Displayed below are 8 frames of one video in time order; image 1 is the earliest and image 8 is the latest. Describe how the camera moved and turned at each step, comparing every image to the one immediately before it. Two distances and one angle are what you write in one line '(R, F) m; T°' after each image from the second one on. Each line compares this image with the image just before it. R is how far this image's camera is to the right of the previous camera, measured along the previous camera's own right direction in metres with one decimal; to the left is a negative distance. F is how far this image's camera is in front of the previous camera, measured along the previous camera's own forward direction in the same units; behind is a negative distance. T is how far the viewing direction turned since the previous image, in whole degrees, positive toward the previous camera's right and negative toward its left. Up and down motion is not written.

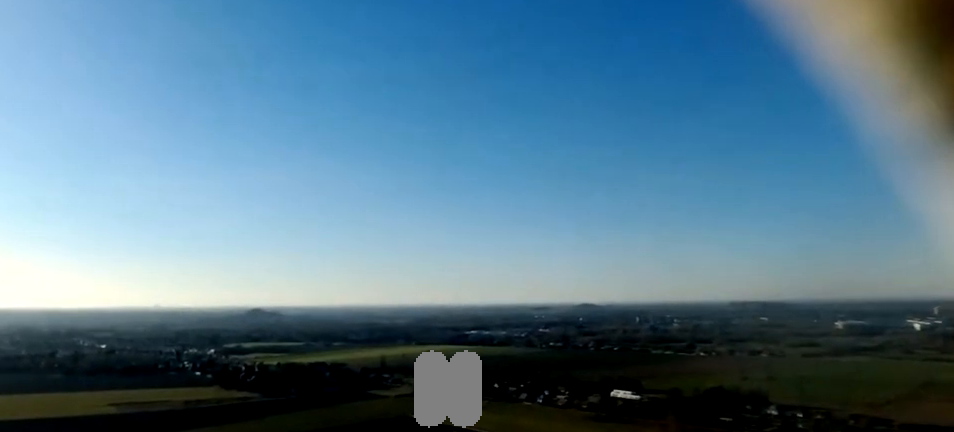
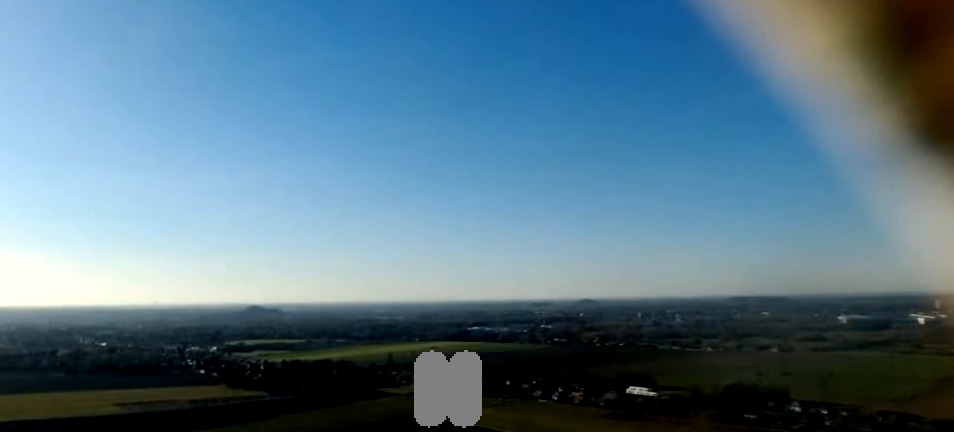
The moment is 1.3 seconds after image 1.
(+0.5, +24.8) m; +1°
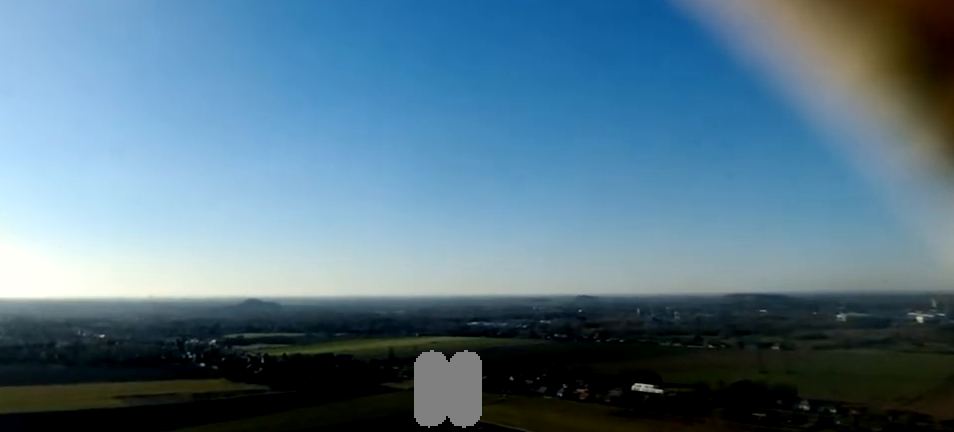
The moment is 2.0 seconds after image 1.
(-0.1, +11.5) m; 0°
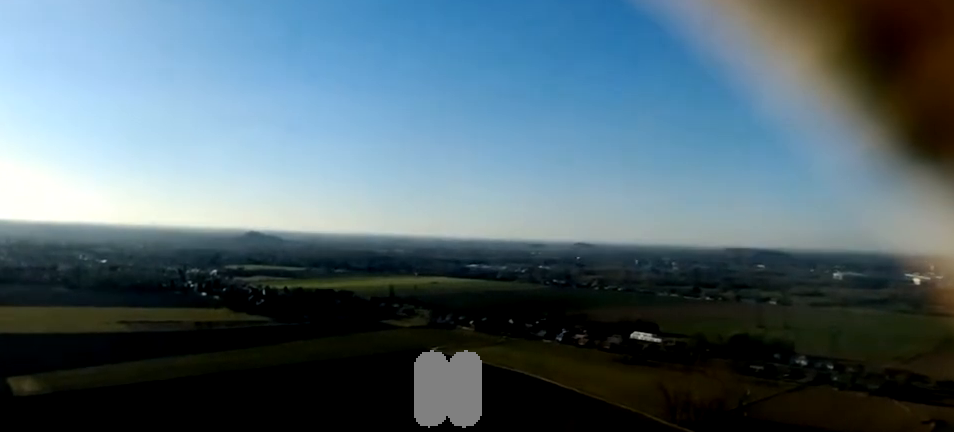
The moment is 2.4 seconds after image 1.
(0.0, +8.6) m; 0°
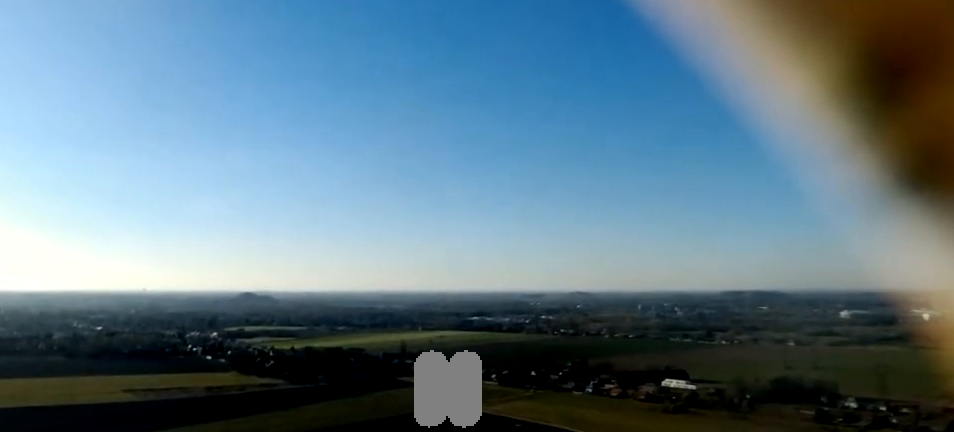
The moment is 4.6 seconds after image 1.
(-2.4, +41.1) m; -2°
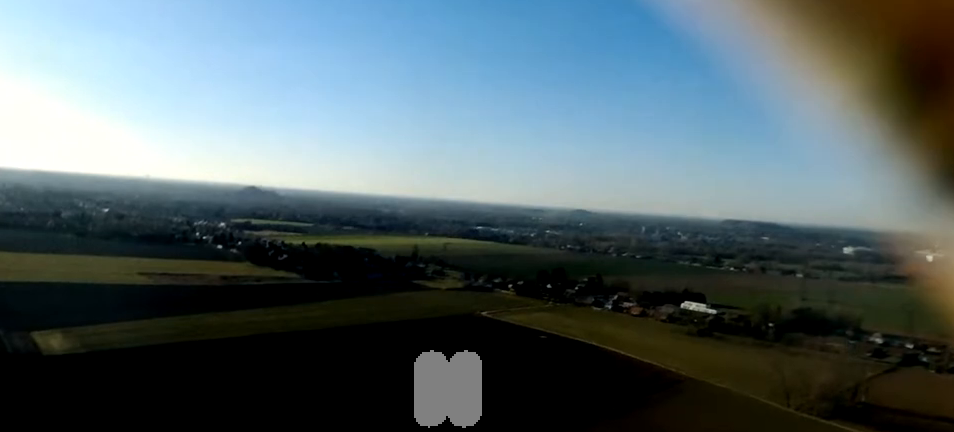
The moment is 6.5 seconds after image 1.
(+1.5, +33.8) m; +3°
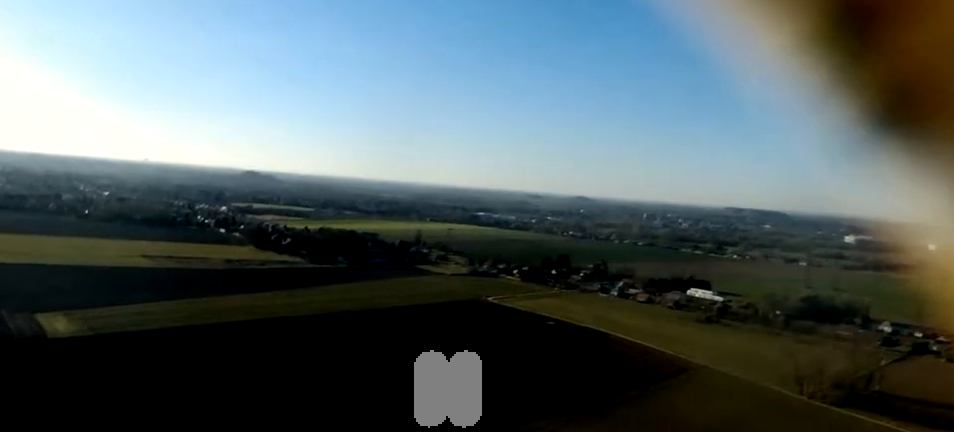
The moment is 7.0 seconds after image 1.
(+0.2, +8.3) m; 0°
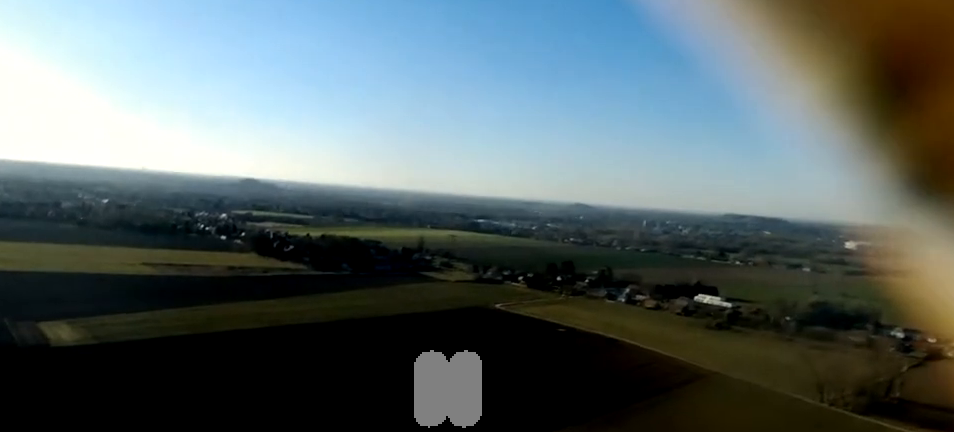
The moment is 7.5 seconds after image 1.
(+0.1, +10.3) m; 0°
